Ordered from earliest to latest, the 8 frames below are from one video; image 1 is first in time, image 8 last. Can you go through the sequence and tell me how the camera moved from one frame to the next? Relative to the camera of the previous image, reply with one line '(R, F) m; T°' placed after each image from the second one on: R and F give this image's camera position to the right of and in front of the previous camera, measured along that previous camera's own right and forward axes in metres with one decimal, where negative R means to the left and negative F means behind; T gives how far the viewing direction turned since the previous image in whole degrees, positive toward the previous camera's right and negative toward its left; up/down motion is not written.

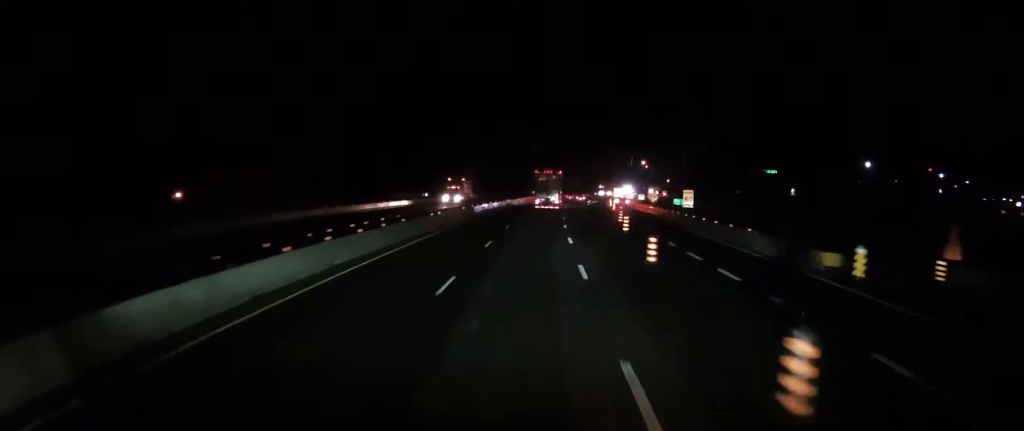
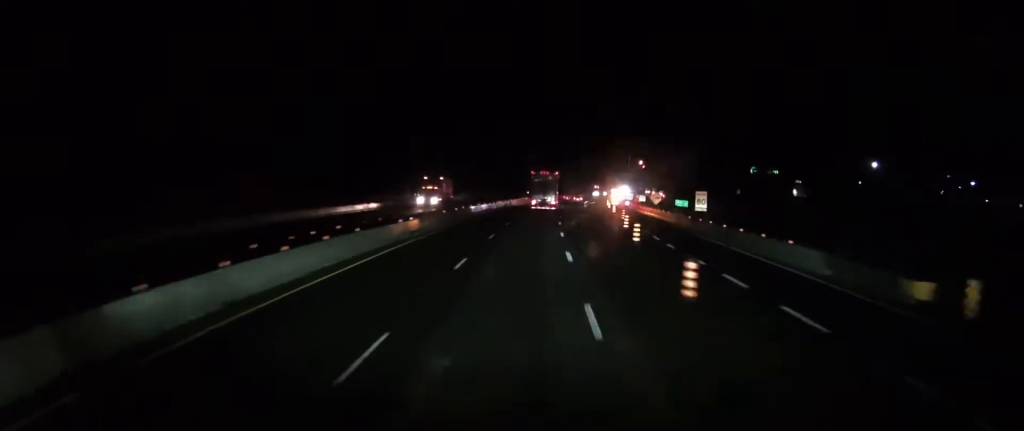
(-0.2, +7.0) m; +1°
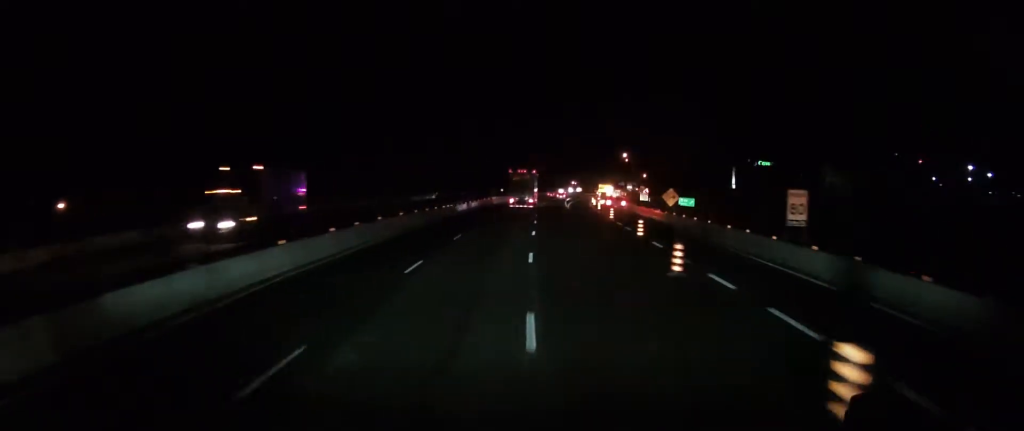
(+0.8, +24.8) m; +3°
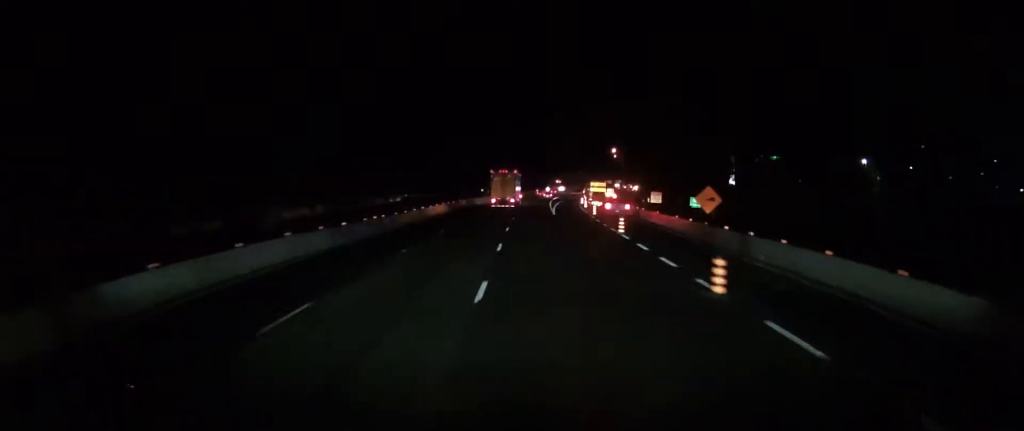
(-0.2, +19.7) m; 0°
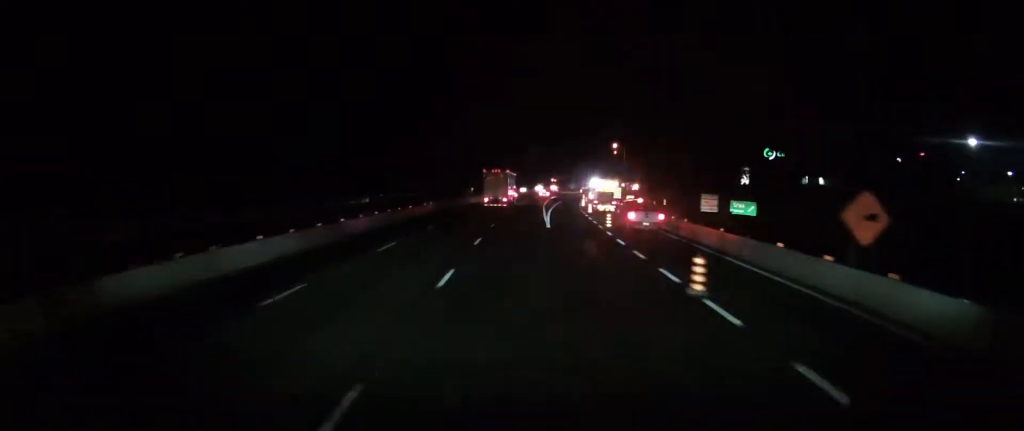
(+0.4, +21.0) m; +2°
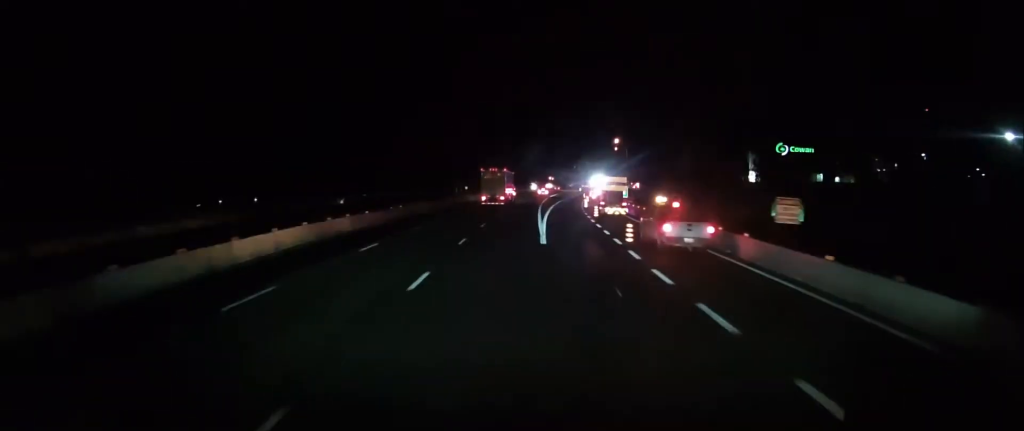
(+0.3, +12.7) m; 0°
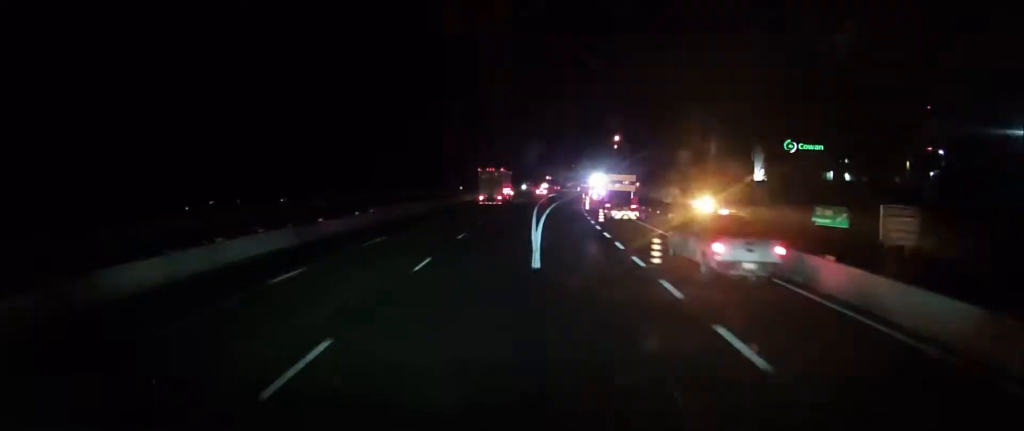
(-0.2, +8.5) m; -1°
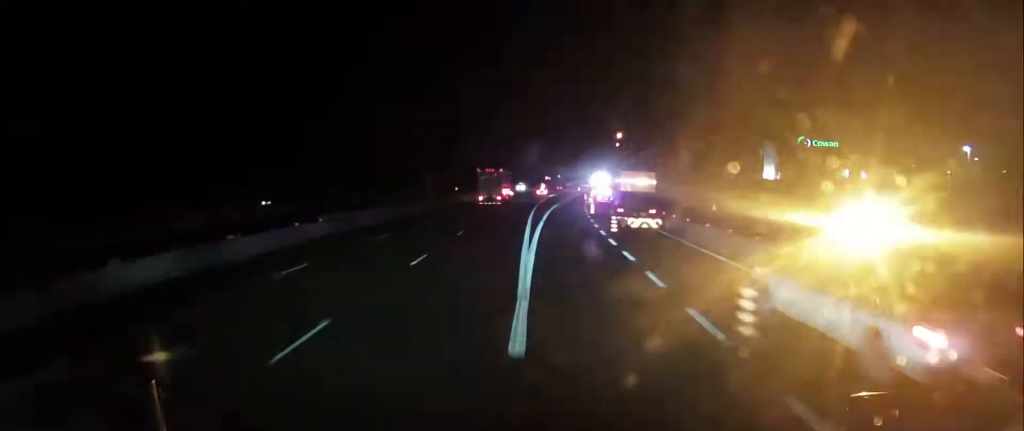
(-0.2, +10.4) m; -1°
